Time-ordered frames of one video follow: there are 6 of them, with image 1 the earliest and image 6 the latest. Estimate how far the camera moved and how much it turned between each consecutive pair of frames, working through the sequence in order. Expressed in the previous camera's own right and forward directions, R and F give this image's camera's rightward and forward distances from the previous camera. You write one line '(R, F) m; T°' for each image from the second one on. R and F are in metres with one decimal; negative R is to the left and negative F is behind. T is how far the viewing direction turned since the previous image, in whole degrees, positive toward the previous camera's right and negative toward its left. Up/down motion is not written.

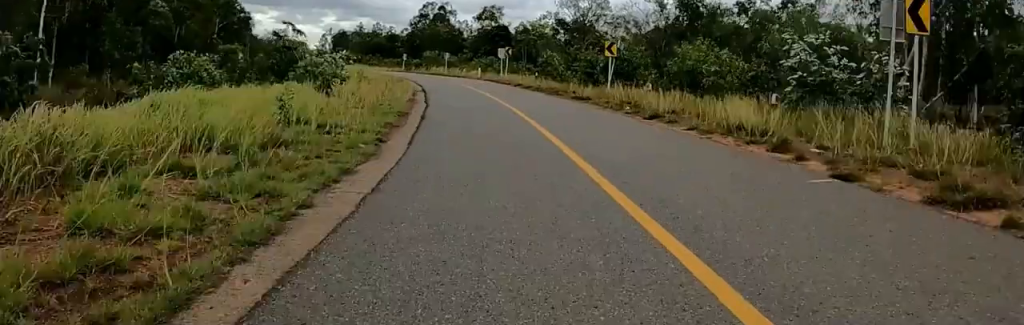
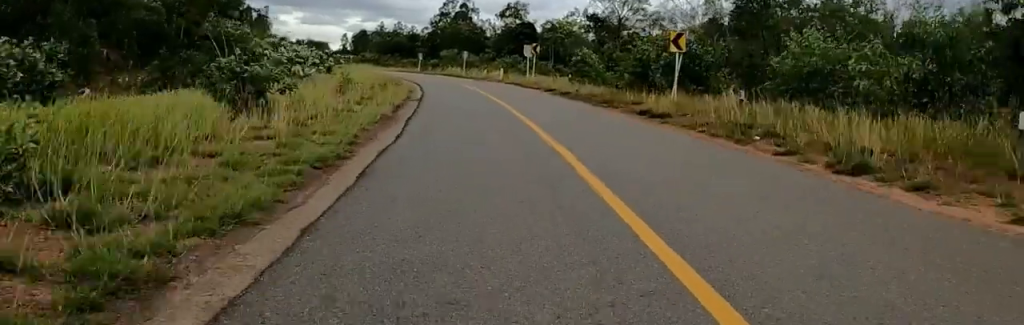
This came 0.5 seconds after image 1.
(-0.4, +7.3) m; -3°
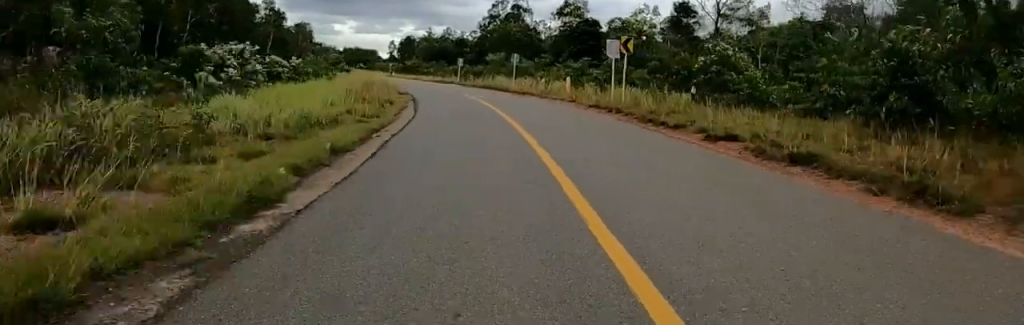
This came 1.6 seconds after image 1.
(-0.3, +15.0) m; -1°
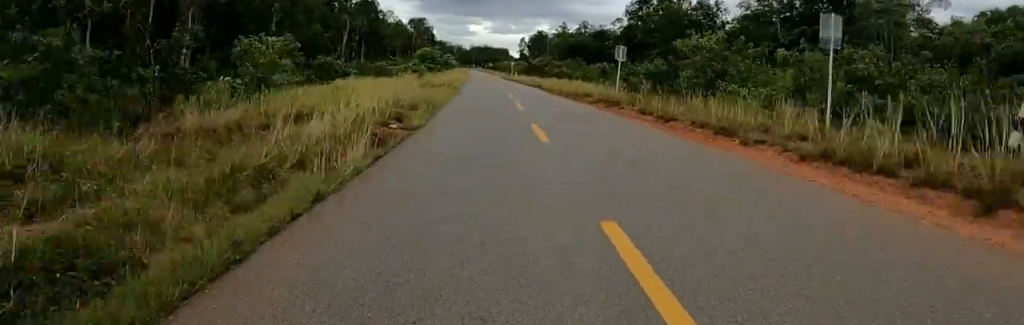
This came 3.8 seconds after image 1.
(-2.8, +30.9) m; -6°
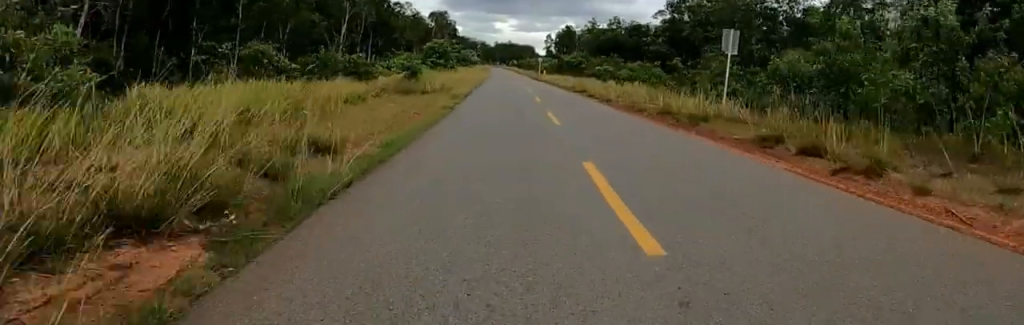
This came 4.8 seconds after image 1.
(+0.7, +13.1) m; -1°
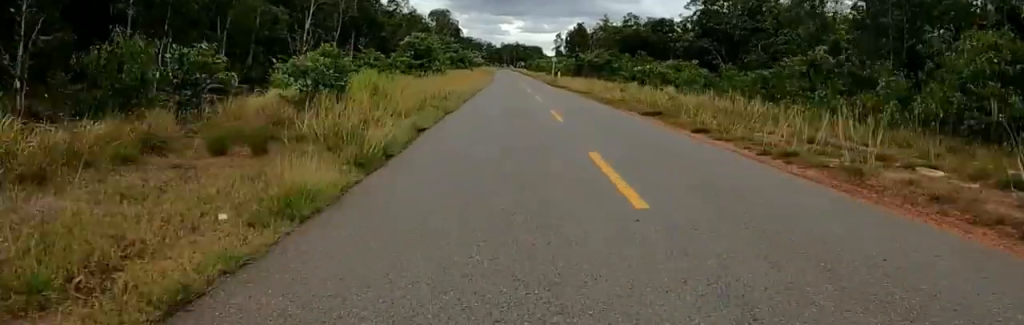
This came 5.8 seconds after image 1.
(-1.1, +14.3) m; -5°
